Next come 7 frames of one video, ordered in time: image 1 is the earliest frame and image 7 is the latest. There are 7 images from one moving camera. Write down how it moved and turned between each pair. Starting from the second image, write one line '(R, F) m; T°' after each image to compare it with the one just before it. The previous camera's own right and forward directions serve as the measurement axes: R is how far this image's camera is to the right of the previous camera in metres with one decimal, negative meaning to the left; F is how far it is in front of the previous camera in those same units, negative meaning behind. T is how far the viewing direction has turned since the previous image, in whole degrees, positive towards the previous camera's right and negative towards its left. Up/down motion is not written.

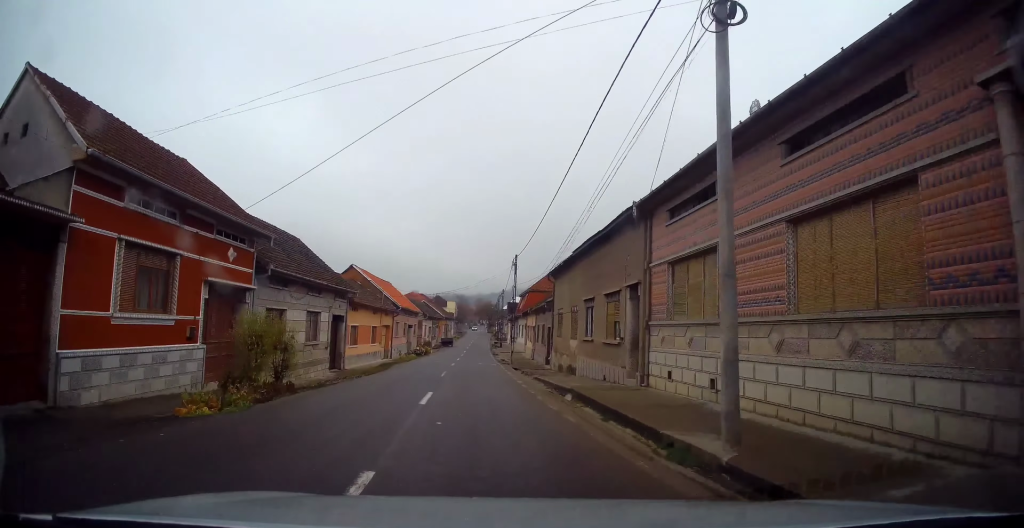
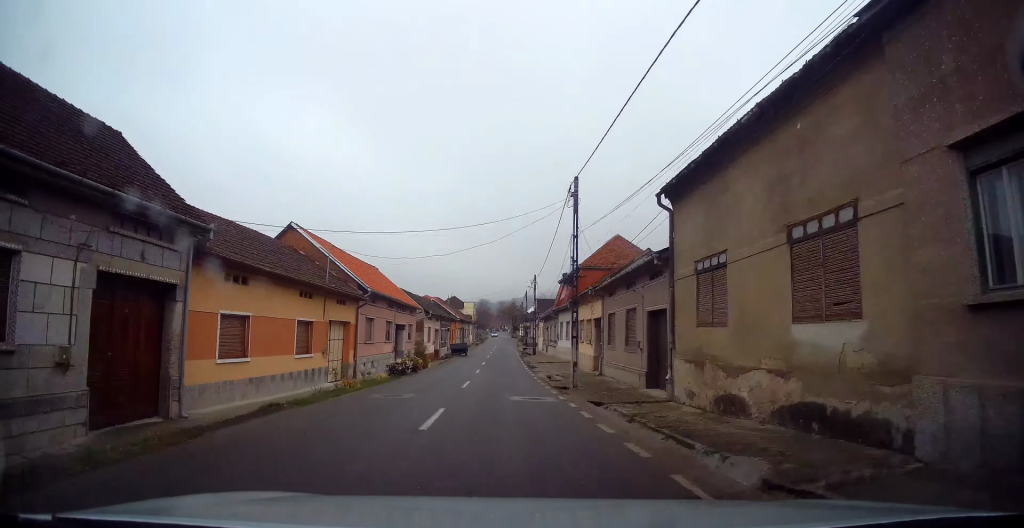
(-0.8, +20.3) m; -1°
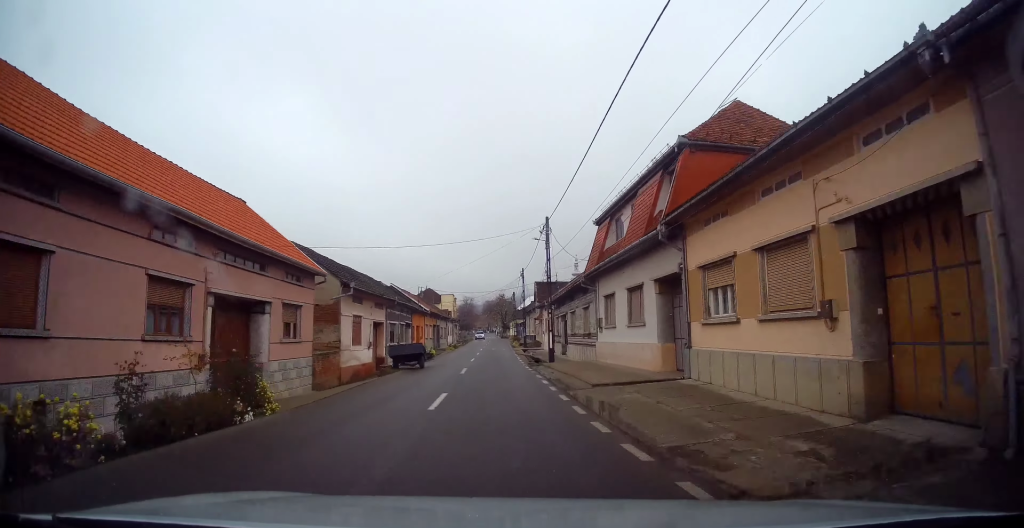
(0.0, +24.6) m; 0°
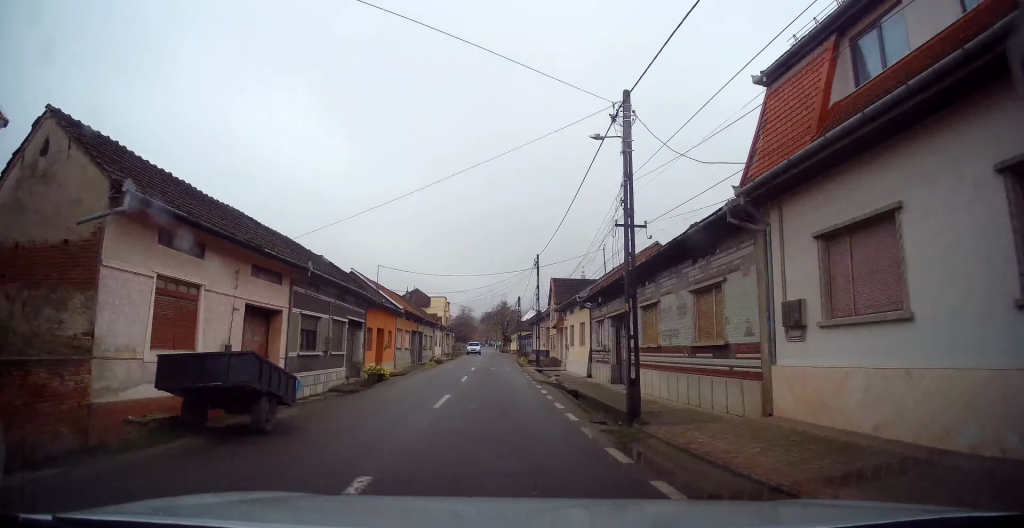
(+0.4, +17.3) m; +2°
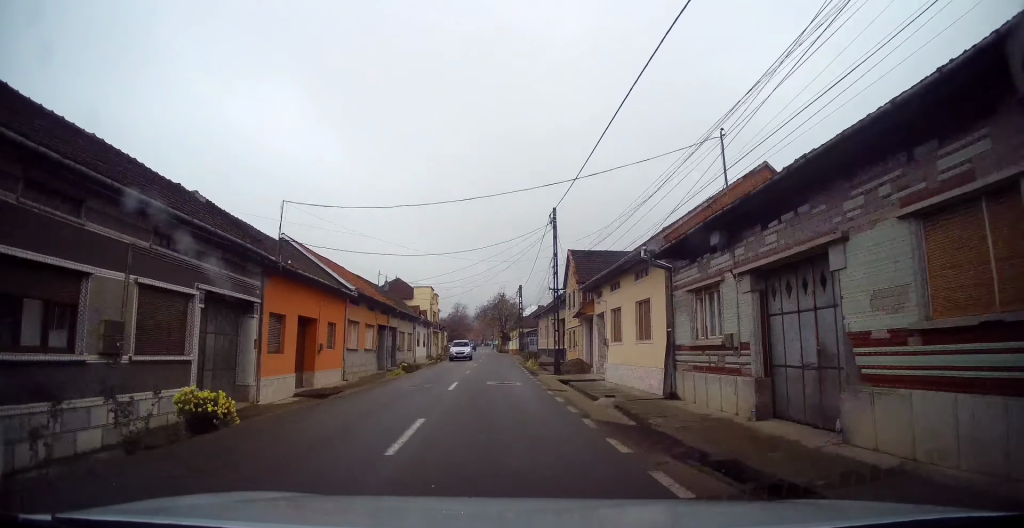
(+0.1, +13.9) m; 0°
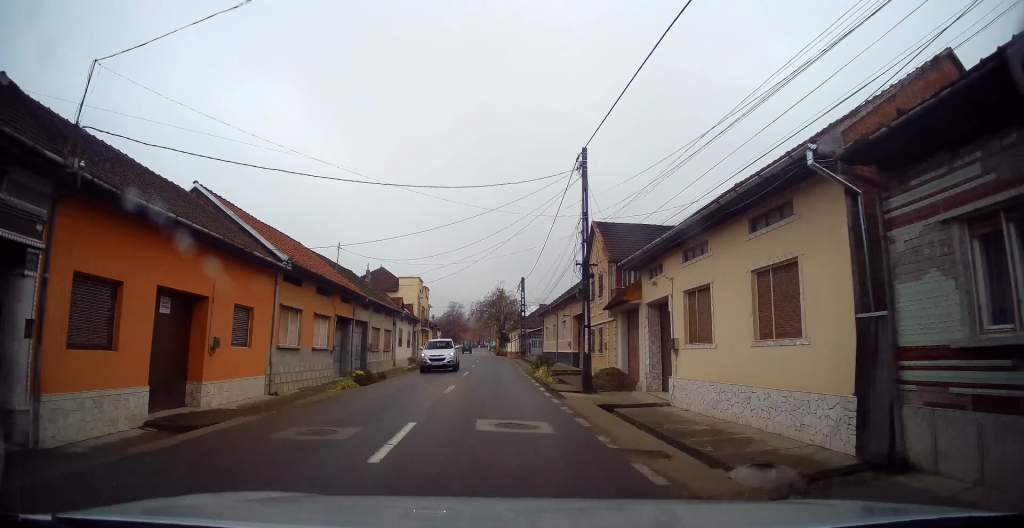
(-0.1, +9.2) m; -1°
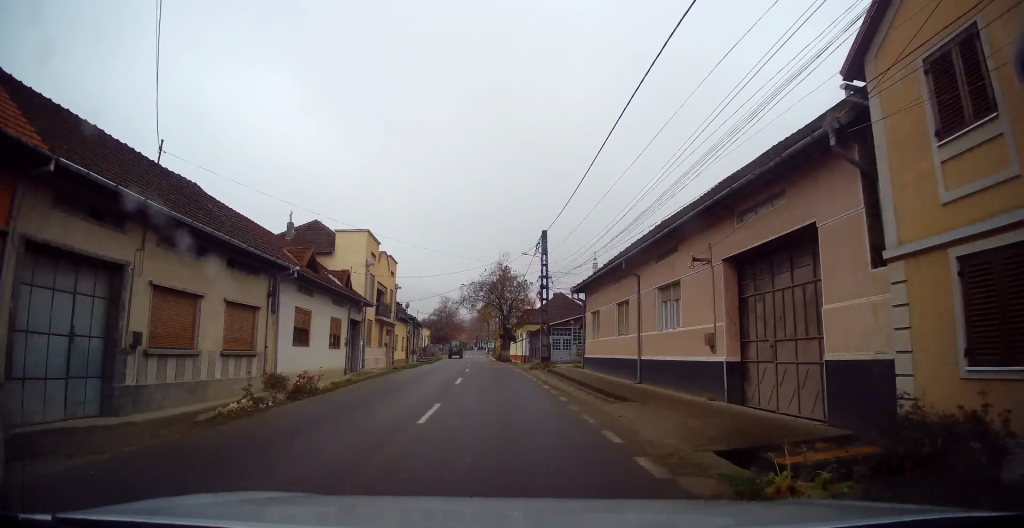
(-0.3, +24.1) m; 0°
